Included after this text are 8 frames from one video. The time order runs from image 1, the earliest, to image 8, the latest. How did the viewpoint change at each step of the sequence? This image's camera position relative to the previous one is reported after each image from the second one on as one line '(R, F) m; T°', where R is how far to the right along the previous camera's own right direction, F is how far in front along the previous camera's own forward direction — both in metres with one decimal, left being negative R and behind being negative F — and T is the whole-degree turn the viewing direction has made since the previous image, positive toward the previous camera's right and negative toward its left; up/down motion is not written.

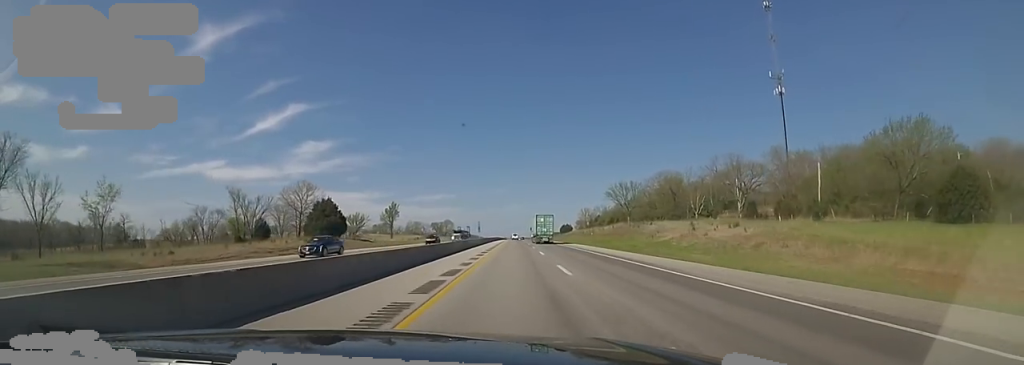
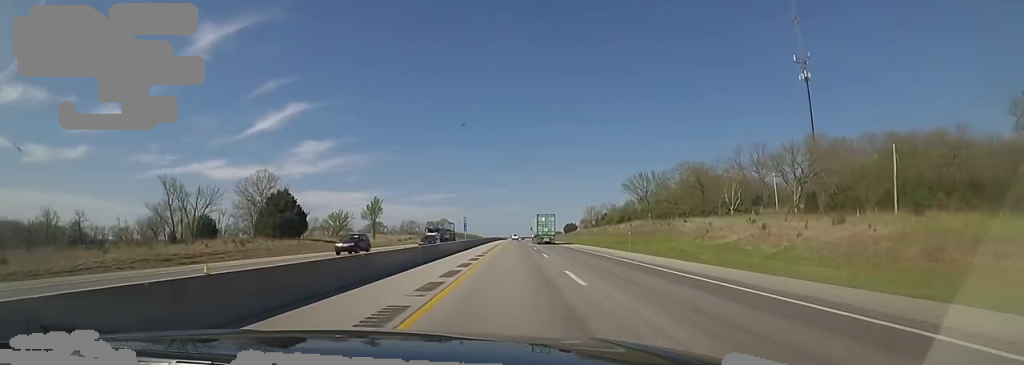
(+0.2, +18.1) m; 0°
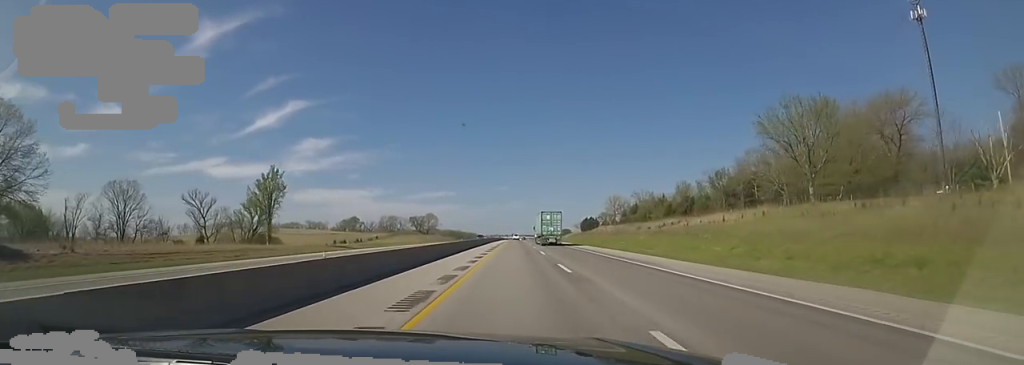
(-0.2, +55.7) m; +1°
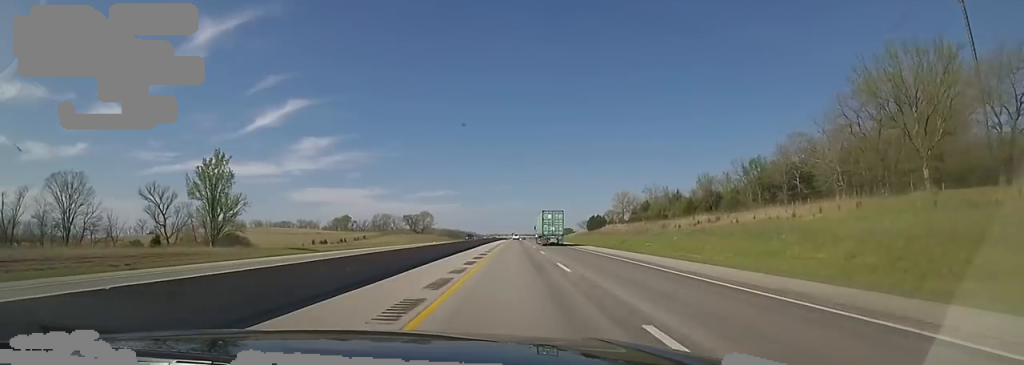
(+0.2, +14.5) m; 0°
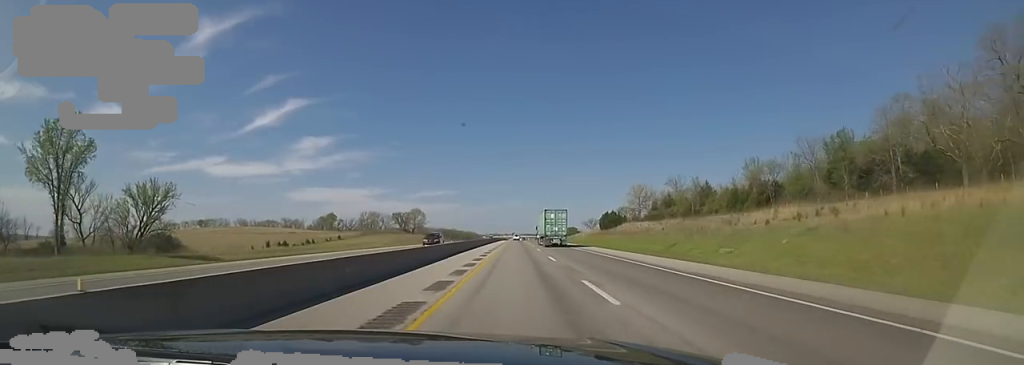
(-0.3, +22.9) m; -1°
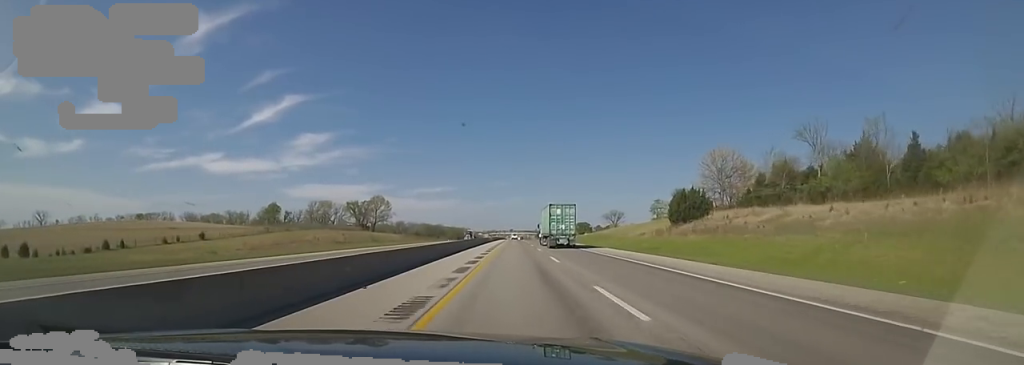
(-0.3, +61.9) m; +1°
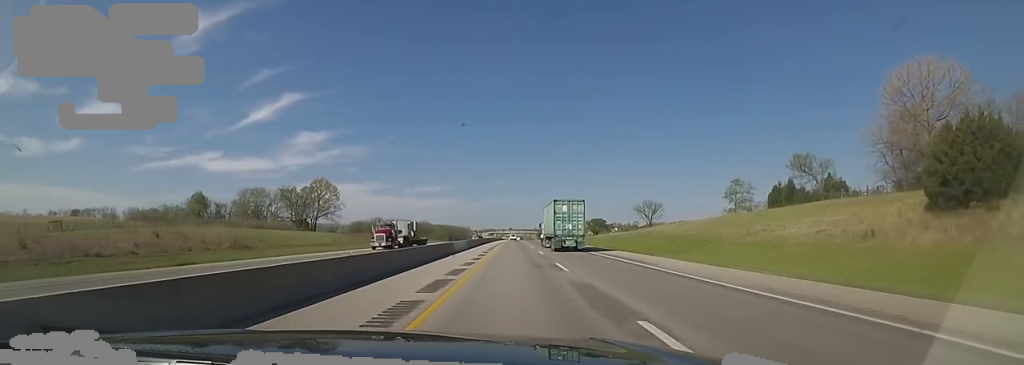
(+1.1, +50.1) m; 0°
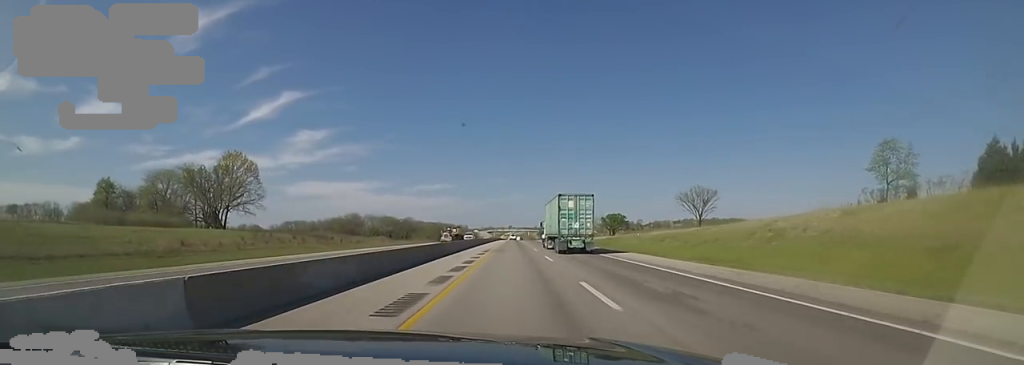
(-1.1, +39.3) m; 0°
